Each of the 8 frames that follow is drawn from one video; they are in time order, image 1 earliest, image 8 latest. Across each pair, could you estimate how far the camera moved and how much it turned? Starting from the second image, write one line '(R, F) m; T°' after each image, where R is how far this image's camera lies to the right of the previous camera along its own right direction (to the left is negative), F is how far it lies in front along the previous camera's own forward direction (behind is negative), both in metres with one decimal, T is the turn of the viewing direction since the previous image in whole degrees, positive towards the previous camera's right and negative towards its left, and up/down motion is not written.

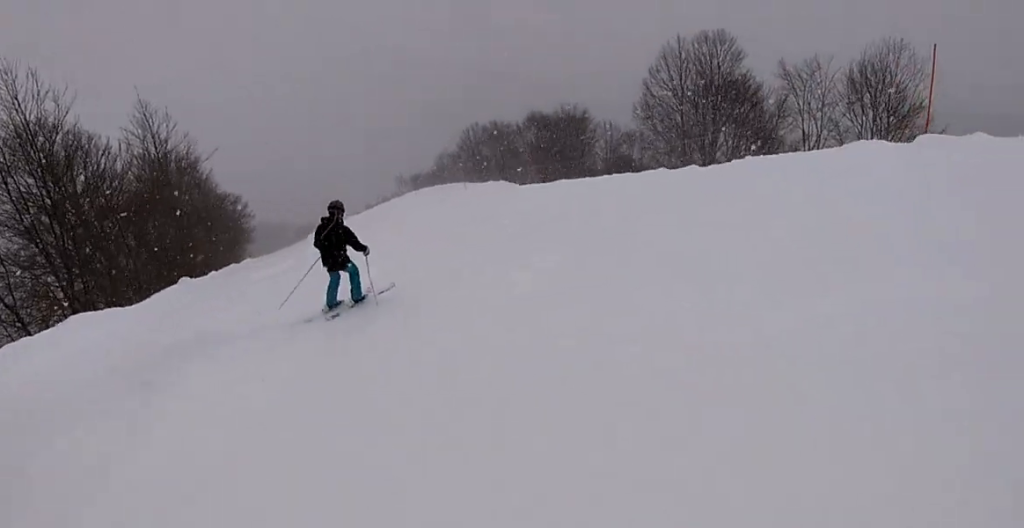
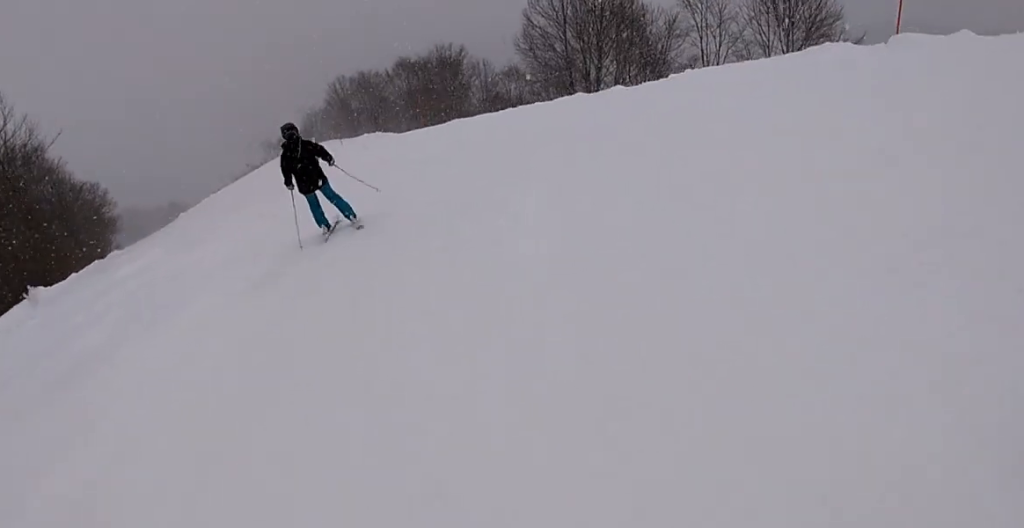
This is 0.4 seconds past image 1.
(-0.1, +2.2) m; +8°
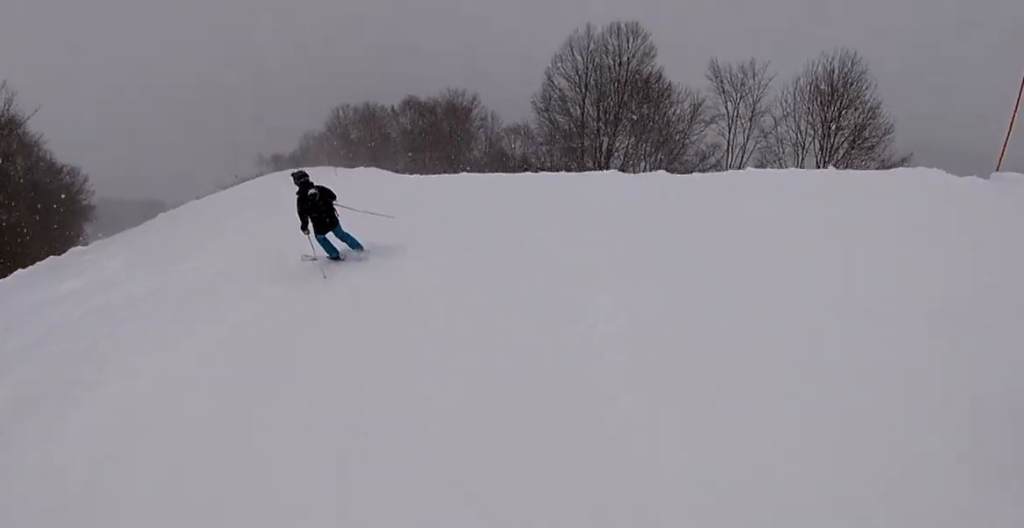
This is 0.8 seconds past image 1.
(+0.4, +2.0) m; +2°
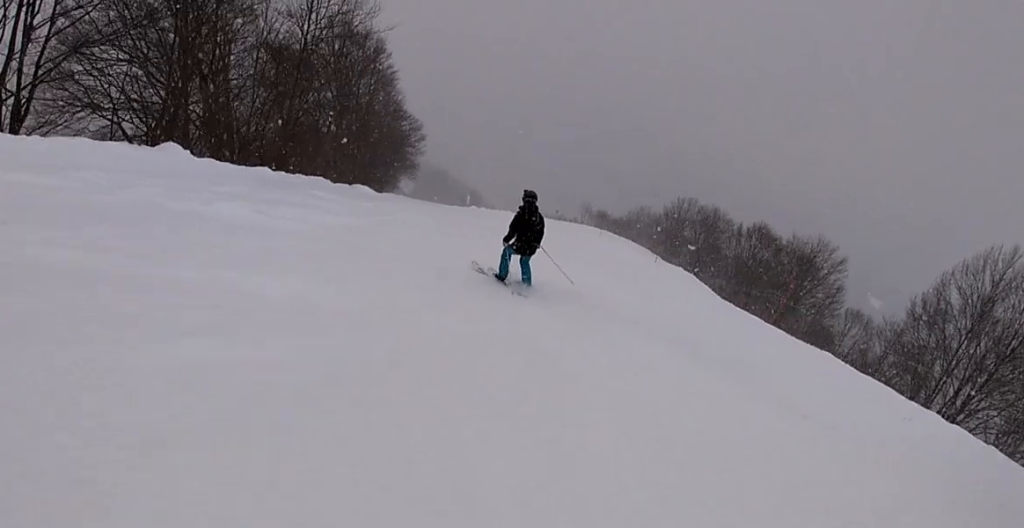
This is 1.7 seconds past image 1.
(+0.4, +4.6) m; +3°
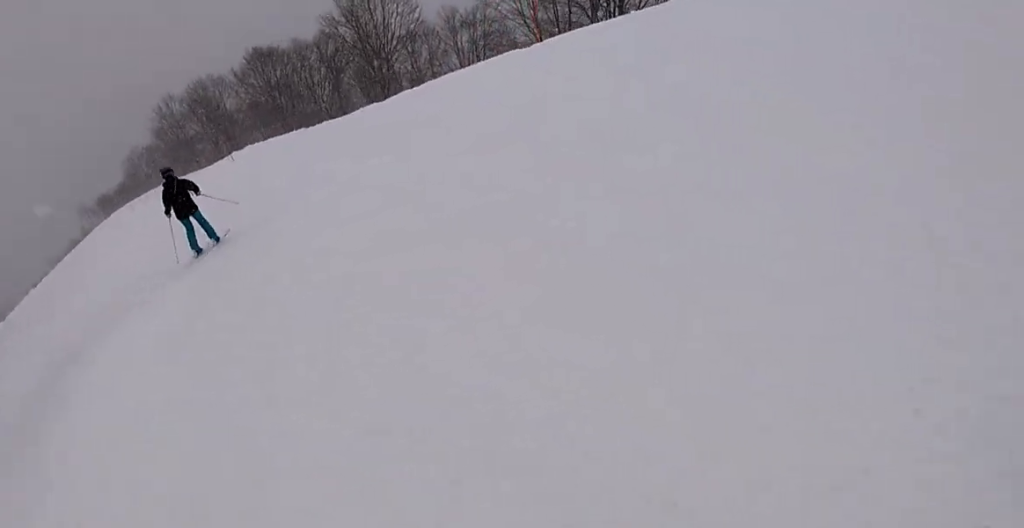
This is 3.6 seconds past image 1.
(+0.8, +9.7) m; +21°
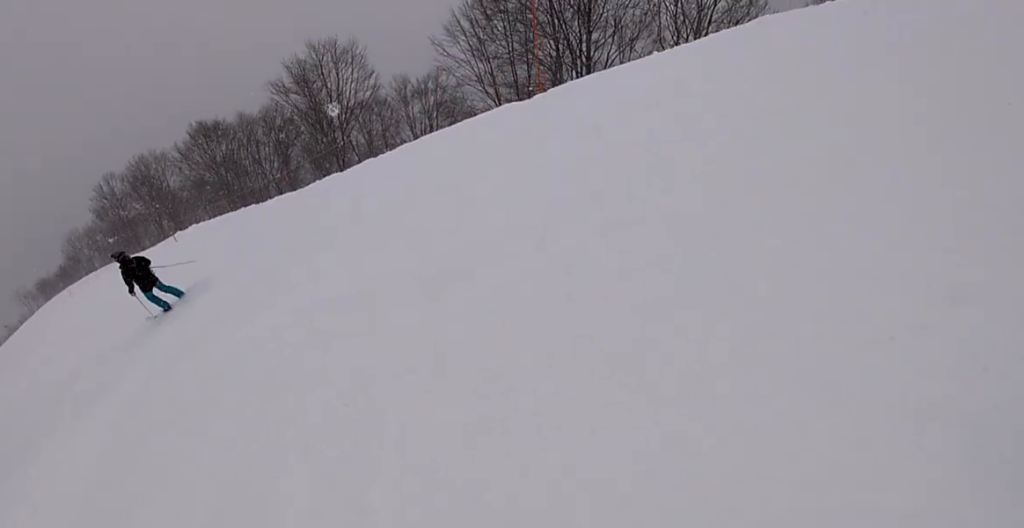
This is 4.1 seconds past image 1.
(+0.6, +2.4) m; 0°
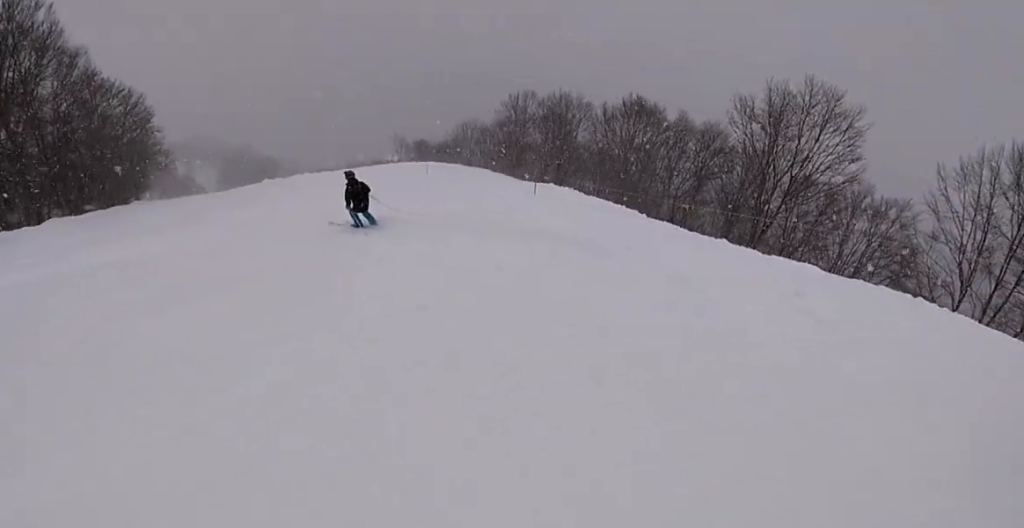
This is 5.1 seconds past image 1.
(-0.3, +5.4) m; -10°
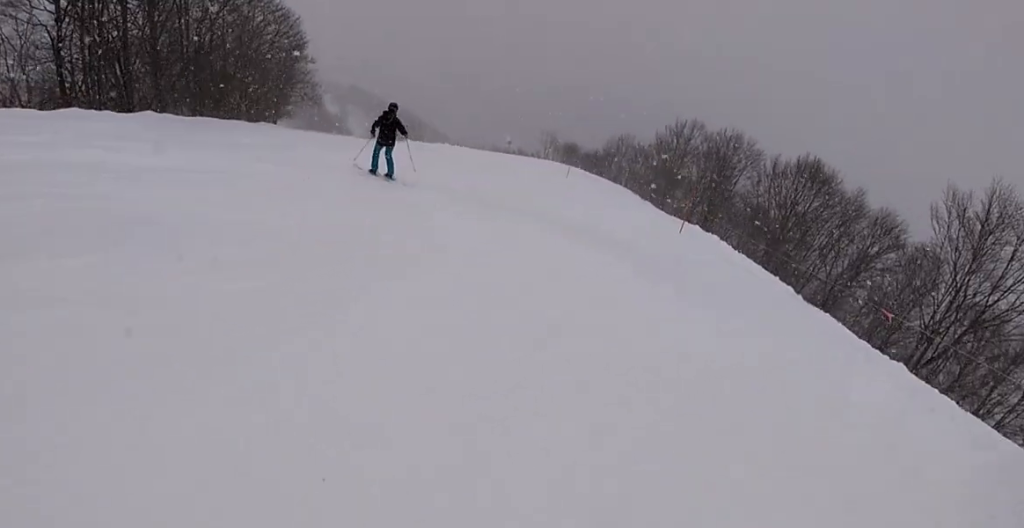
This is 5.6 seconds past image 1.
(-0.3, +3.1) m; -9°
